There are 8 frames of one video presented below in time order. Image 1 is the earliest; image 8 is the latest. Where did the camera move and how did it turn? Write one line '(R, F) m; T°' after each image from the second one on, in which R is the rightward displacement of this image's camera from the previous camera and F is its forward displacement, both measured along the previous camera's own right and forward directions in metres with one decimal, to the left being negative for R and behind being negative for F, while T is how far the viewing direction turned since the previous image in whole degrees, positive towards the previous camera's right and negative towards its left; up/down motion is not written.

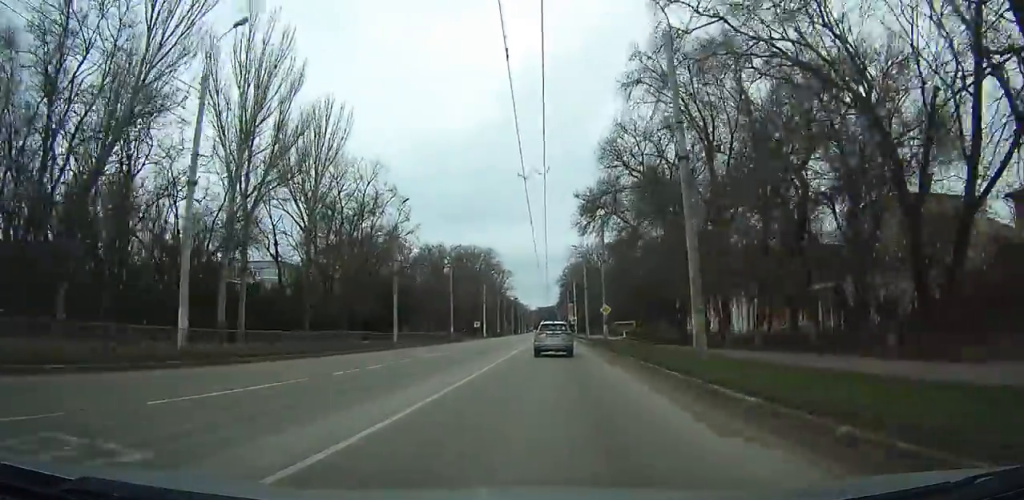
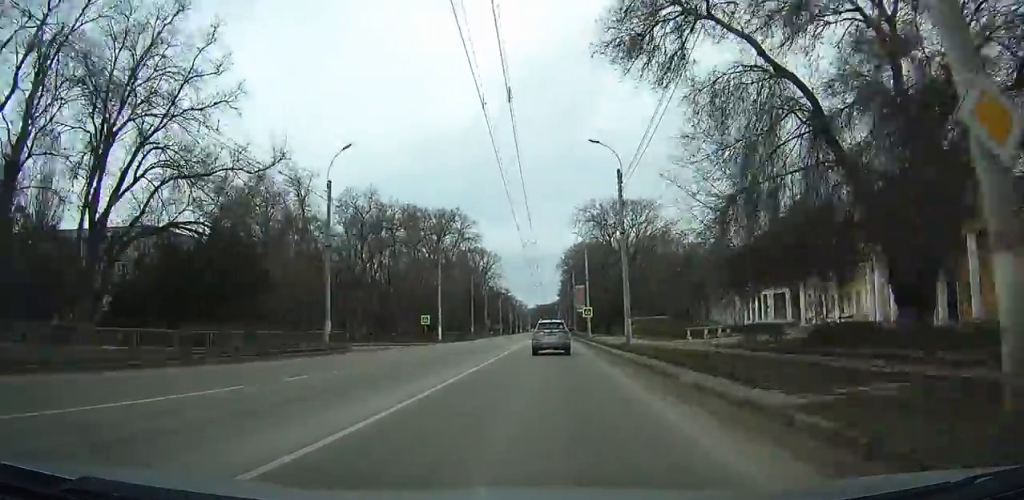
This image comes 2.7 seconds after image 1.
(-0.3, +42.4) m; -1°
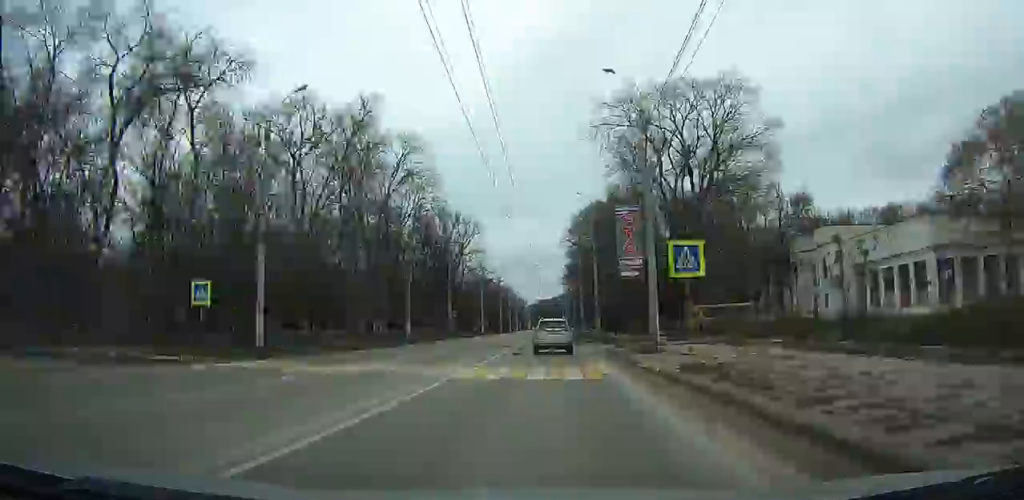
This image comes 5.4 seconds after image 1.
(-0.2, +42.7) m; 0°
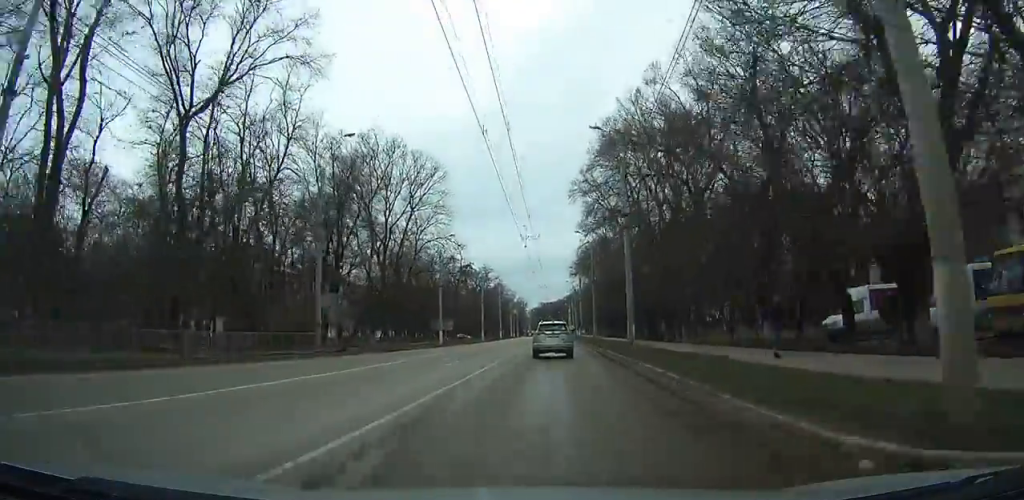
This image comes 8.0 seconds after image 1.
(+0.2, +42.5) m; +1°
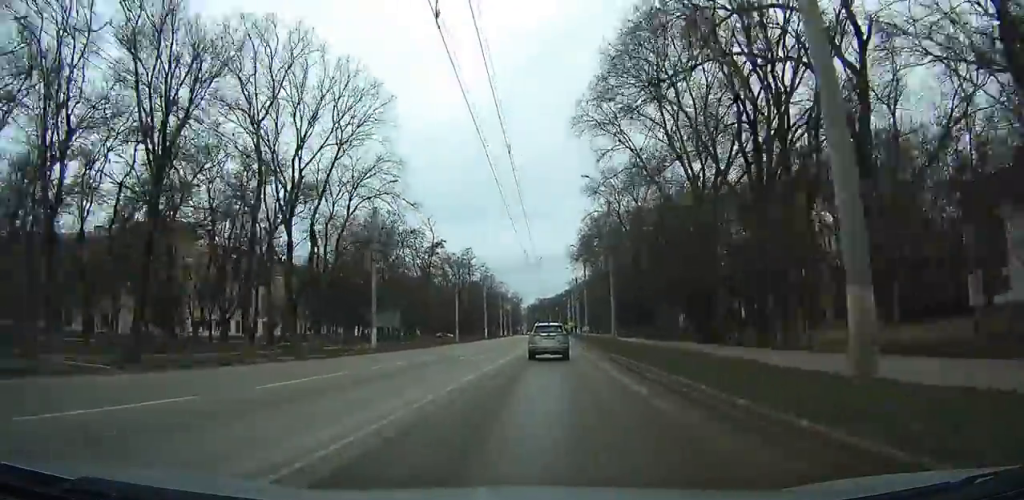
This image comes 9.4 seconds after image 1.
(+0.1, +23.1) m; 0°
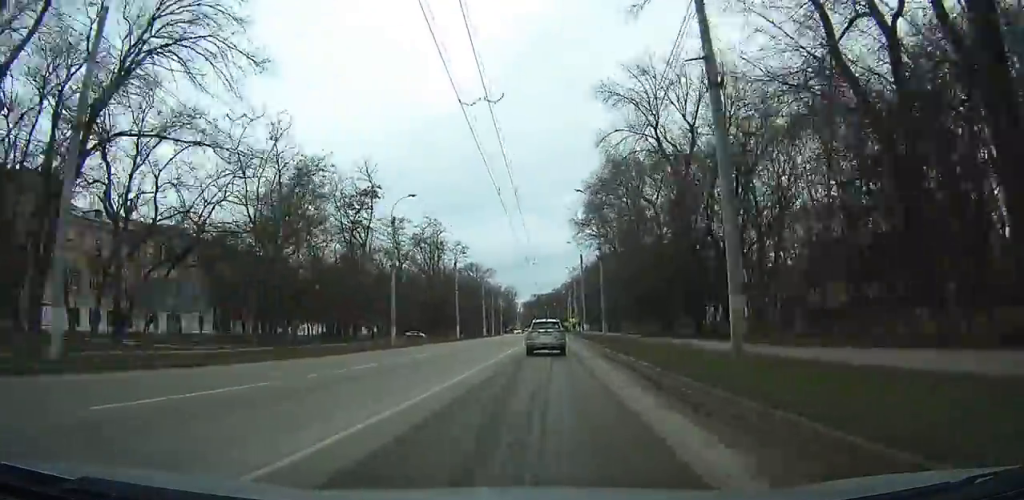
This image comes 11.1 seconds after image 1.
(0.0, +28.6) m; 0°
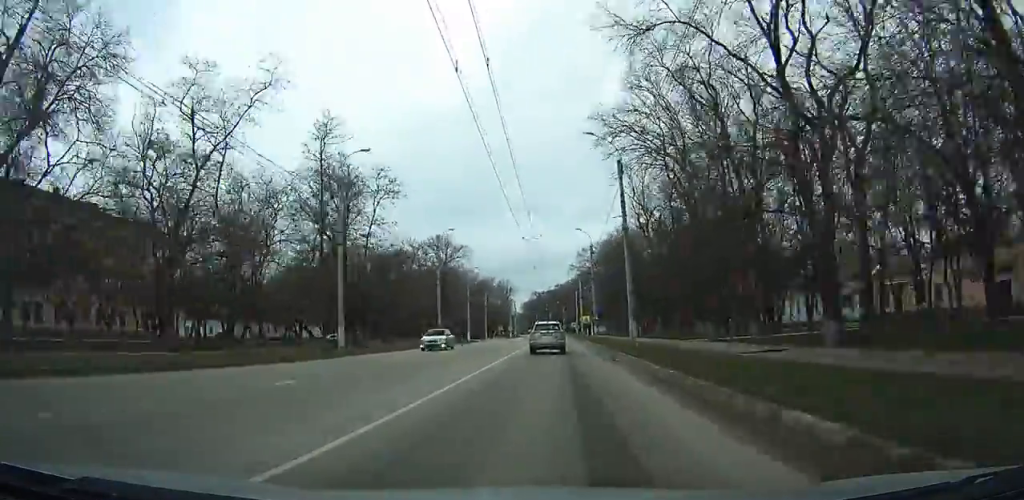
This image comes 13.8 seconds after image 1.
(+0.3, +43.6) m; +1°
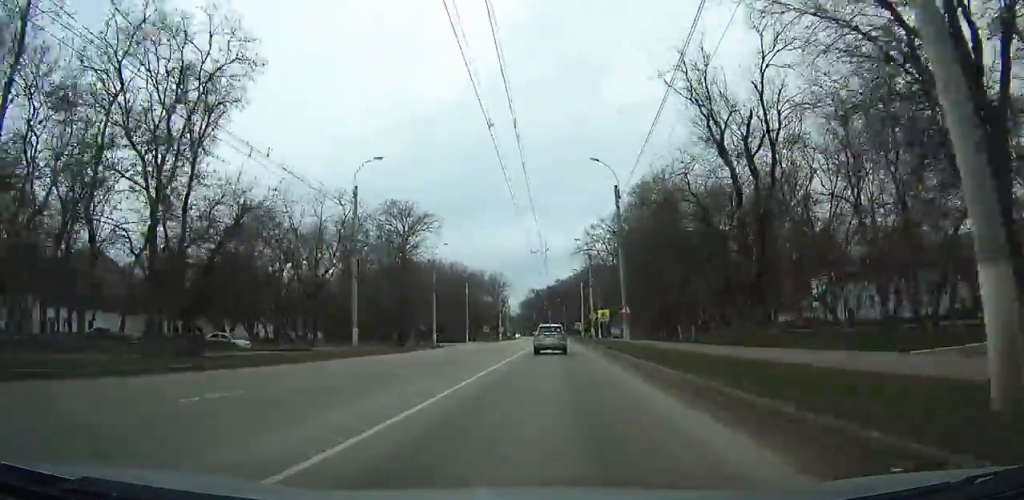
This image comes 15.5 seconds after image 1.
(+0.1, +27.0) m; 0°
